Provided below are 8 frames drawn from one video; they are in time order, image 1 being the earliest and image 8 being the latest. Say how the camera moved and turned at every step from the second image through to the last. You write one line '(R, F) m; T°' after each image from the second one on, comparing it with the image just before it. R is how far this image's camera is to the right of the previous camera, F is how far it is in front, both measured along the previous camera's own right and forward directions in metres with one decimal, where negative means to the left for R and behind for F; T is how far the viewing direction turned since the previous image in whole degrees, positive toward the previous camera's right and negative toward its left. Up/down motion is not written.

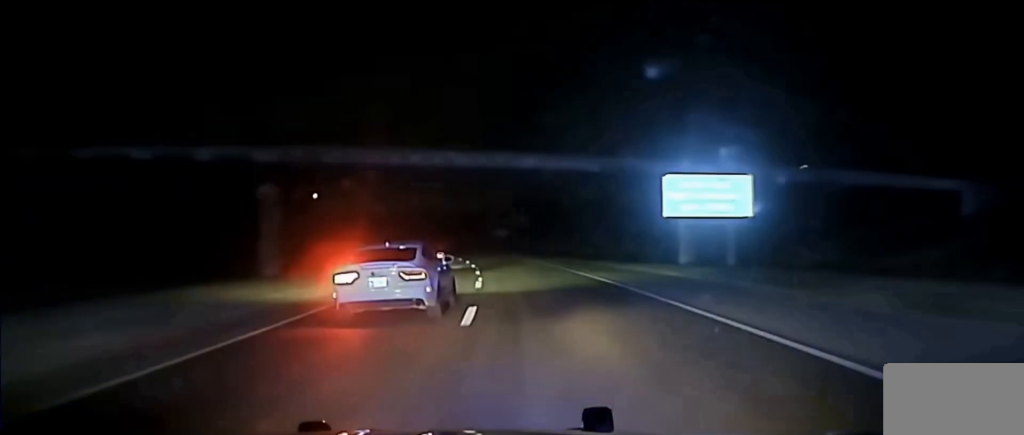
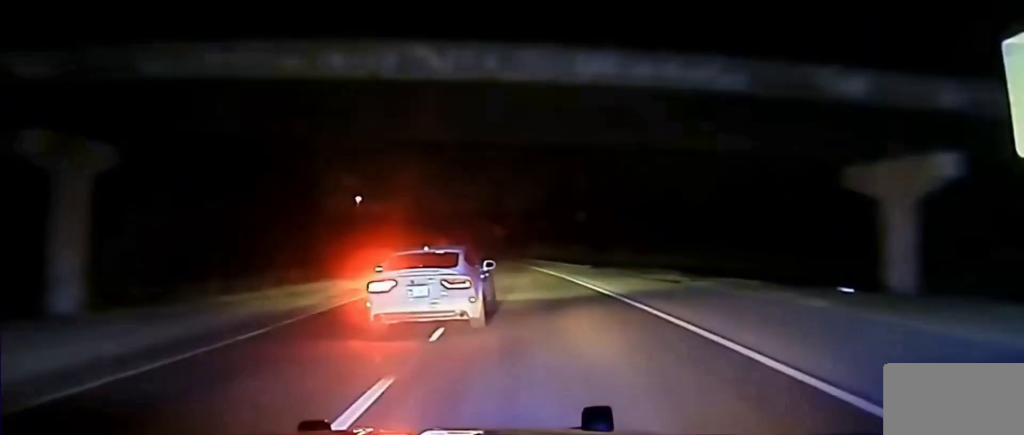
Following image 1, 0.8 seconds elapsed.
(-1.1, +35.1) m; -3°
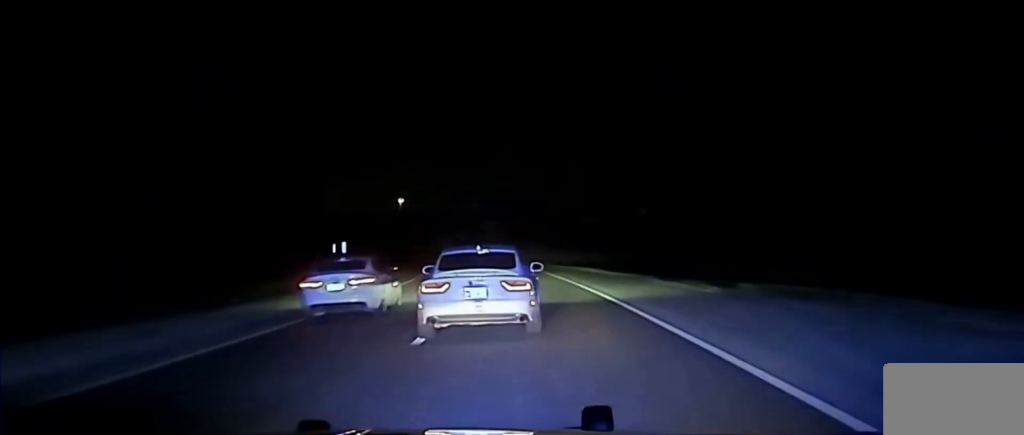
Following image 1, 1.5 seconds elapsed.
(-0.8, +28.5) m; -3°
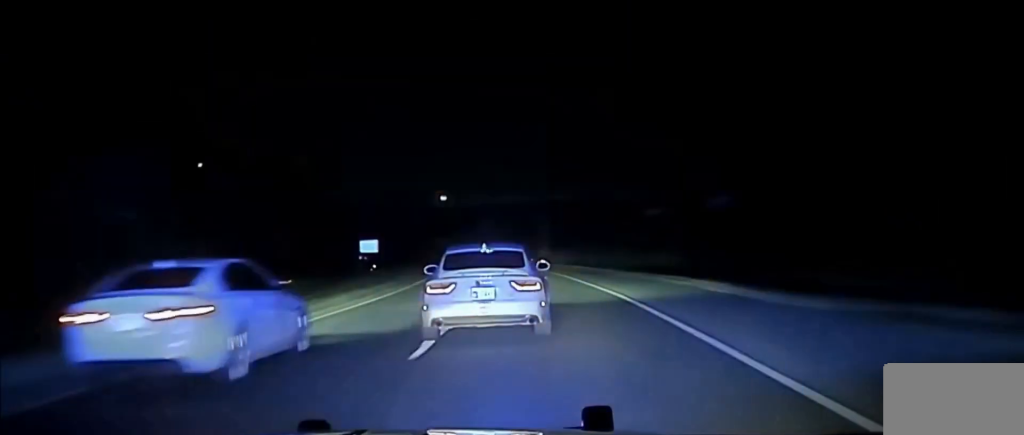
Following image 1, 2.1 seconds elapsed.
(-0.2, +24.2) m; -2°
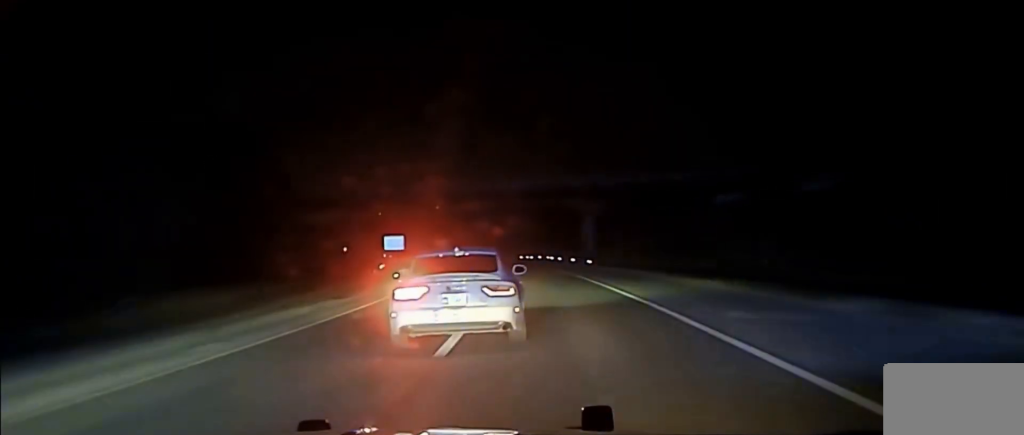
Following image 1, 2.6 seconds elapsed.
(-0.8, +24.5) m; -3°
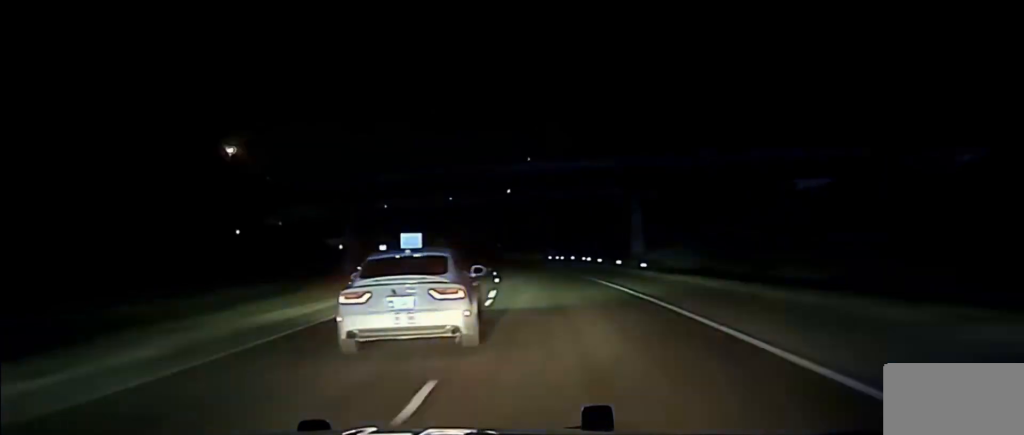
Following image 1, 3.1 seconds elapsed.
(+0.1, +22.4) m; -2°
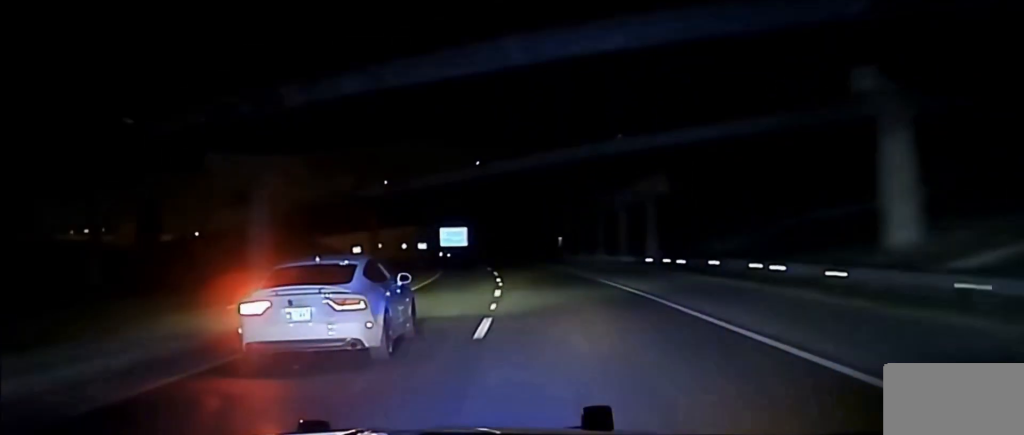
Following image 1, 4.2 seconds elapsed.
(-2.8, +52.1) m; -6°
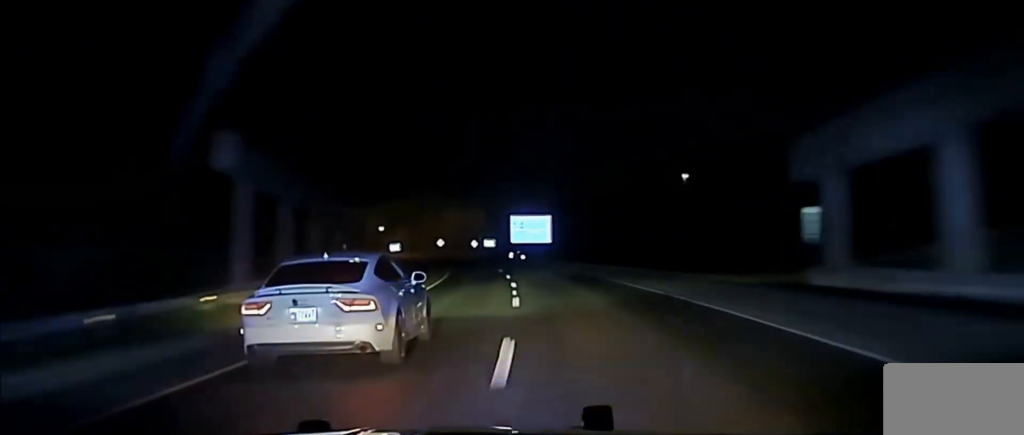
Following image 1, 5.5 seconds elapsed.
(-4.5, +70.7) m; -6°
